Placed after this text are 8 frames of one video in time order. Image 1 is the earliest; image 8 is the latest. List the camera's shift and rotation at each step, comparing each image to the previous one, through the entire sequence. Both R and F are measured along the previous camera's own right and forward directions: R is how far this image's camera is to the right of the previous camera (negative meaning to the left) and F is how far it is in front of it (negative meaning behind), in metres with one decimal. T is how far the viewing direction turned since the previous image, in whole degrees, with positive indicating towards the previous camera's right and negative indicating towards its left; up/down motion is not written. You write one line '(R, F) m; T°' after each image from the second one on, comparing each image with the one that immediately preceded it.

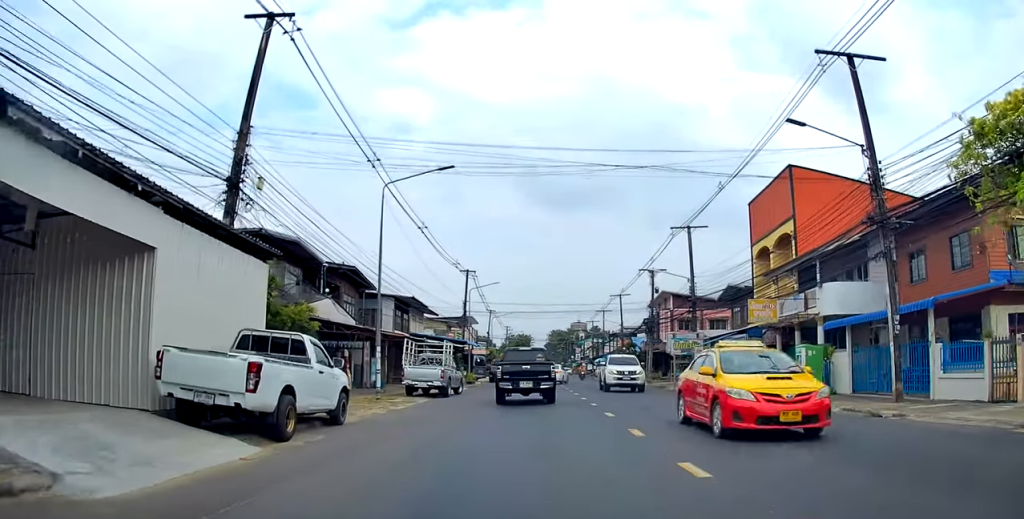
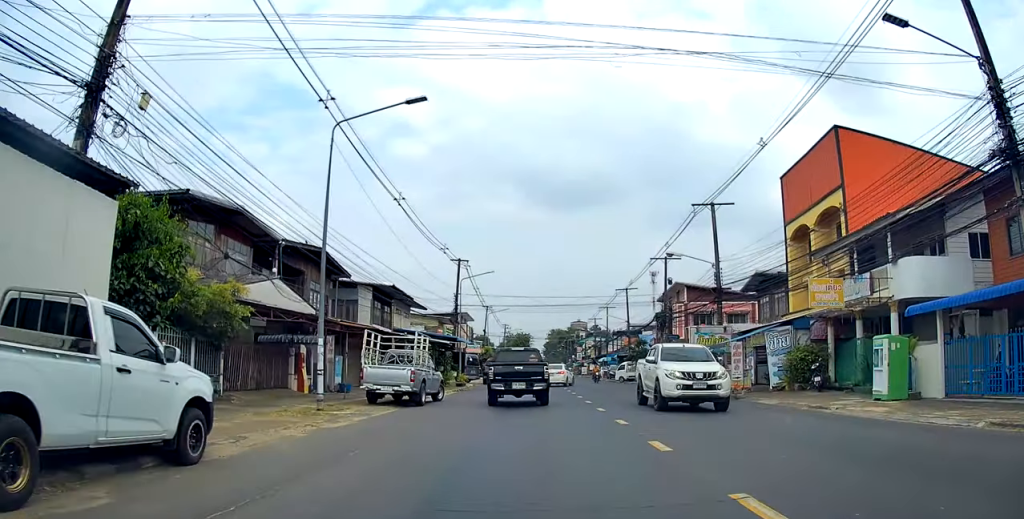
(0.0, +6.0) m; +1°
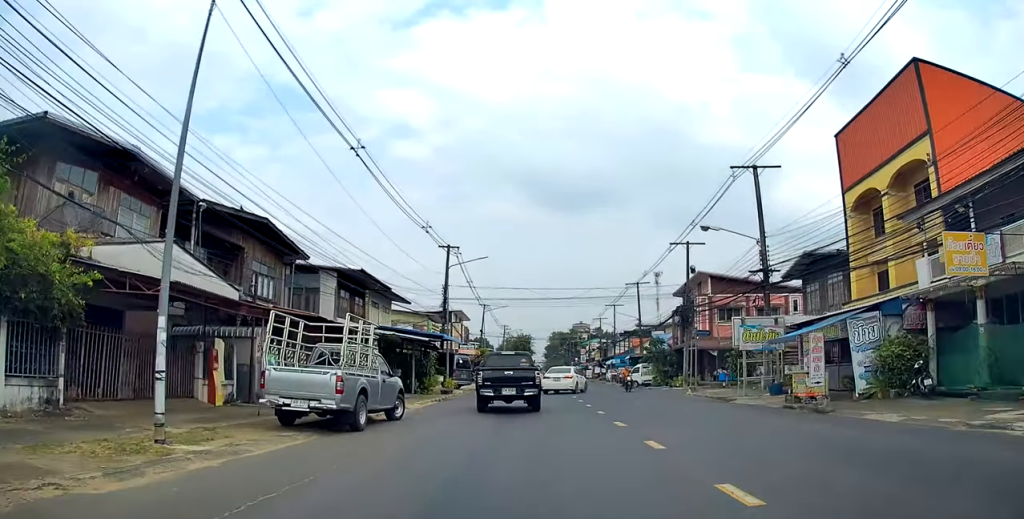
(+0.2, +7.5) m; 0°
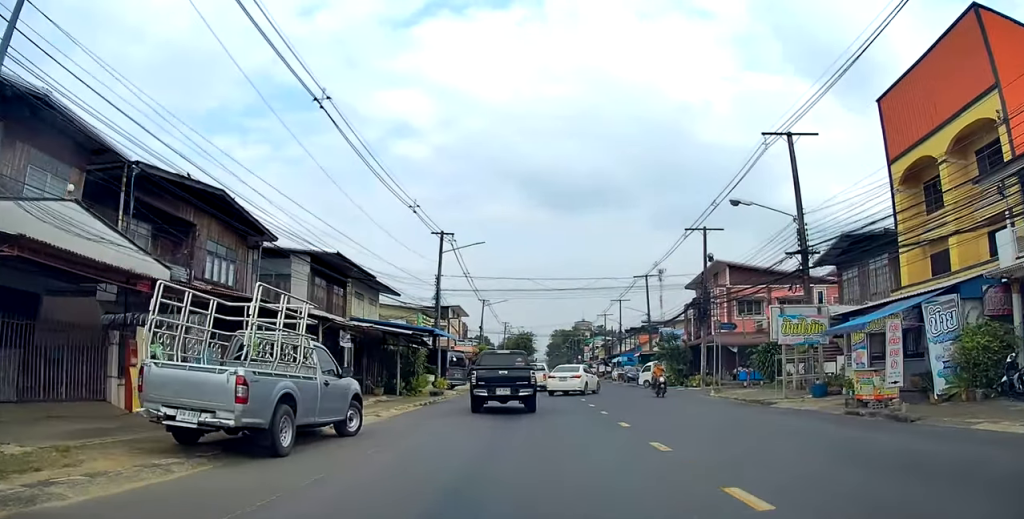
(-0.1, +3.9) m; 0°
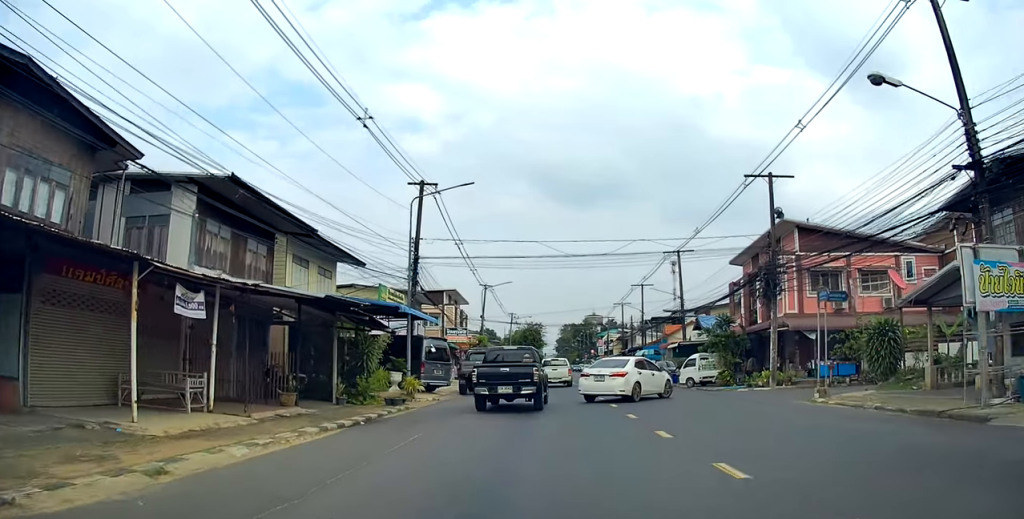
(0.0, +10.6) m; +1°
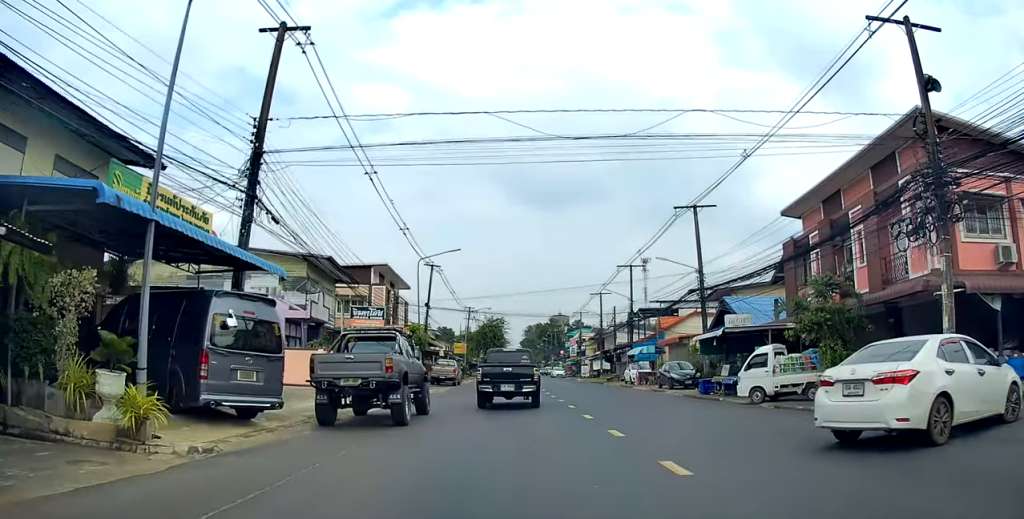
(+0.1, +15.9) m; +1°
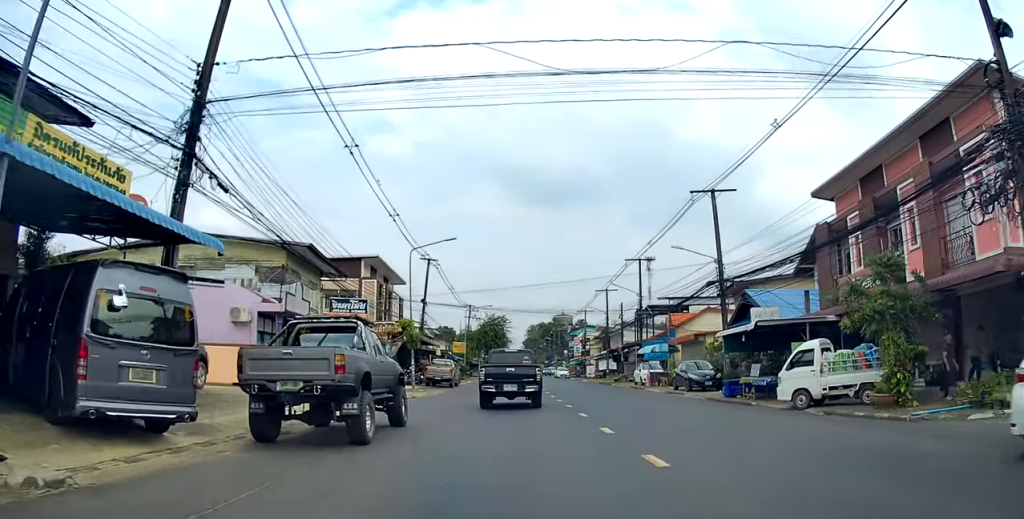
(0.0, +3.6) m; 0°
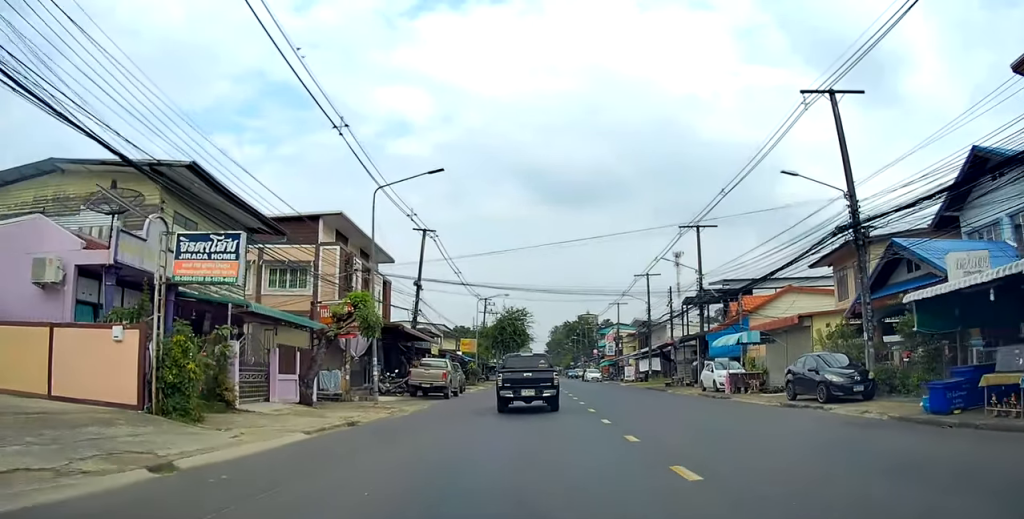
(+0.1, +12.7) m; 0°
